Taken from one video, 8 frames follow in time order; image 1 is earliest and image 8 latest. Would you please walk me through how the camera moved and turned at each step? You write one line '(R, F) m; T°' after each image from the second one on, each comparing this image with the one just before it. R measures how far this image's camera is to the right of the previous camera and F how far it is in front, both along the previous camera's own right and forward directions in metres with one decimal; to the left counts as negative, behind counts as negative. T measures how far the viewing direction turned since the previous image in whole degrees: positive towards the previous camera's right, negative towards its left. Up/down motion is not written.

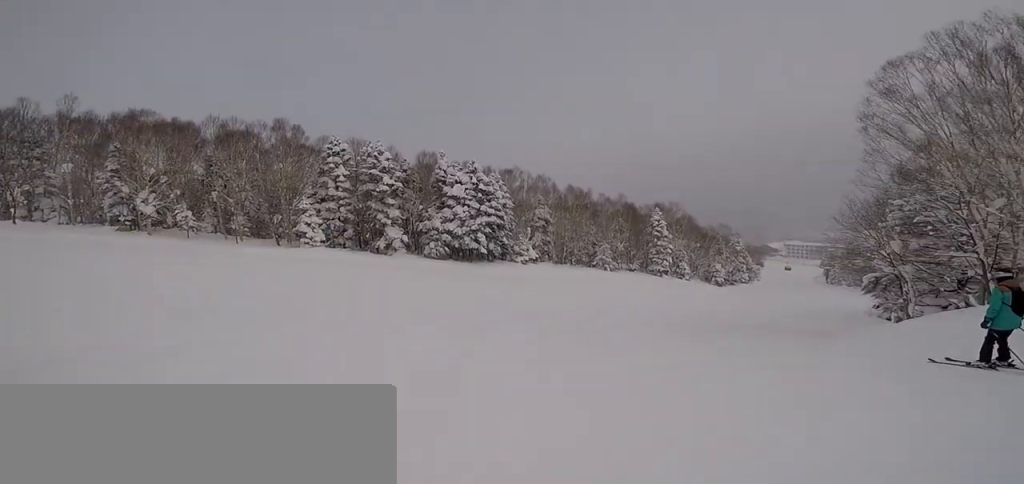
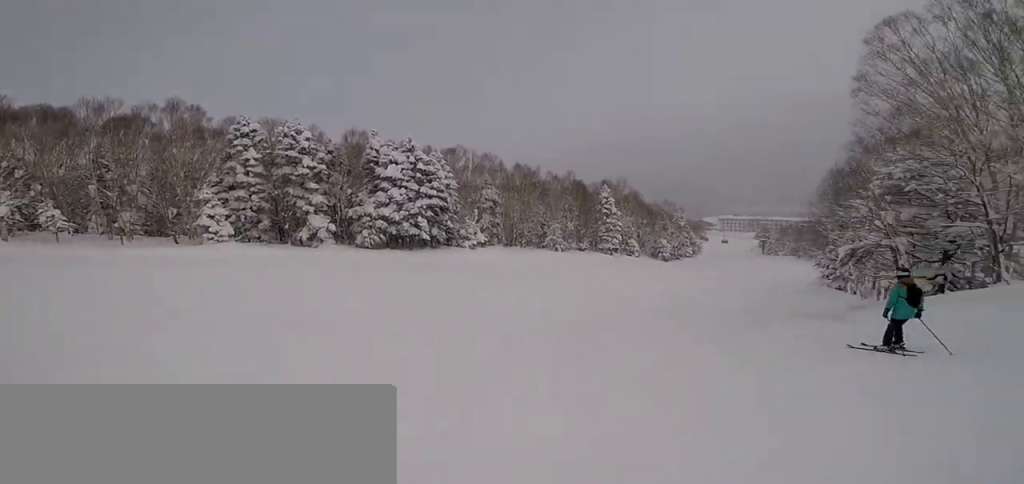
(+0.2, +4.5) m; +7°
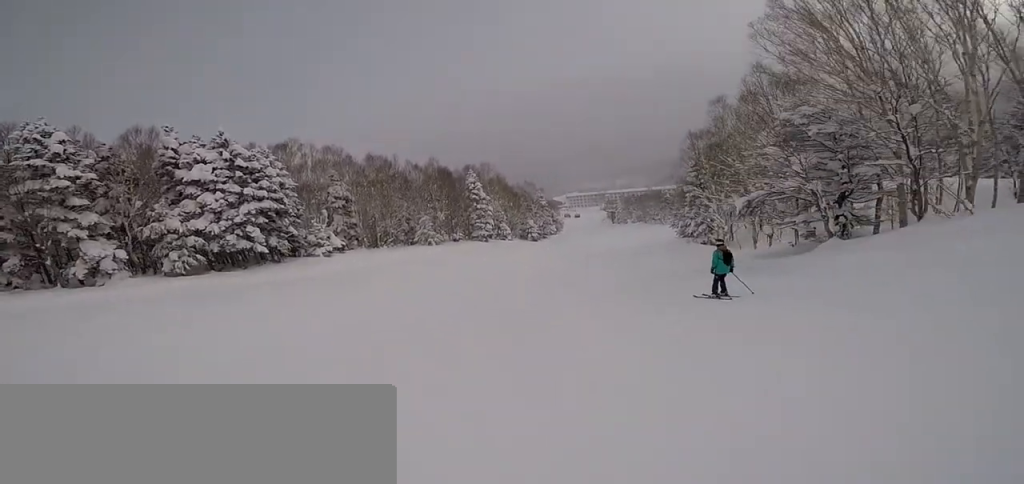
(+0.6, +6.2) m; +8°
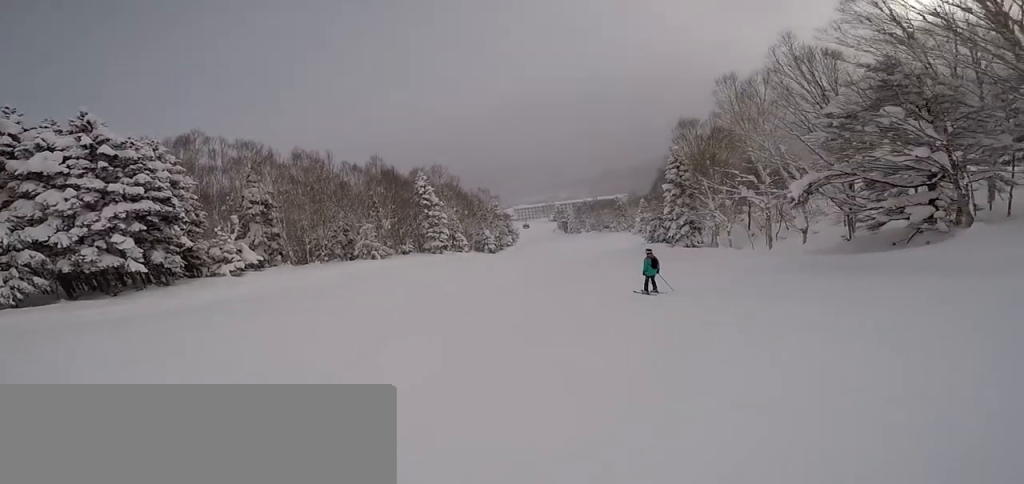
(+0.8, +8.7) m; +10°
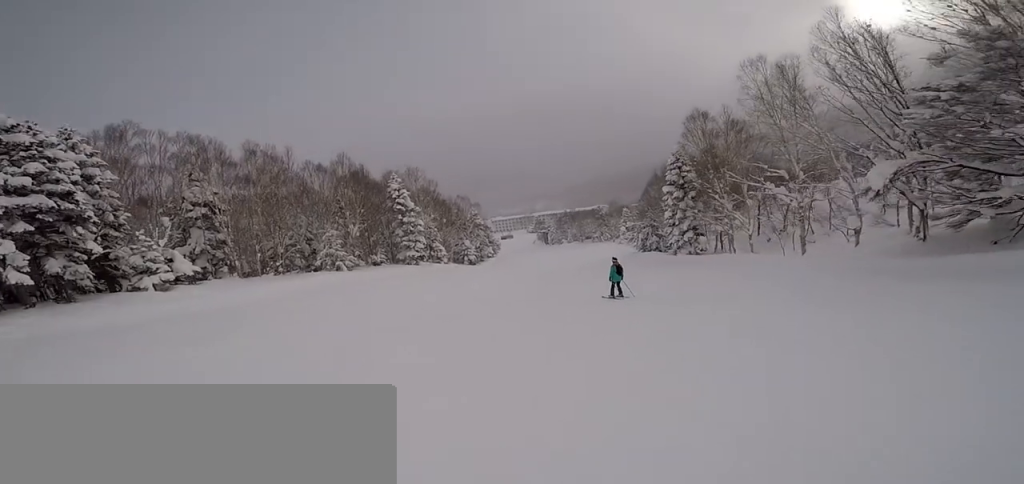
(-0.3, +5.4) m; +7°
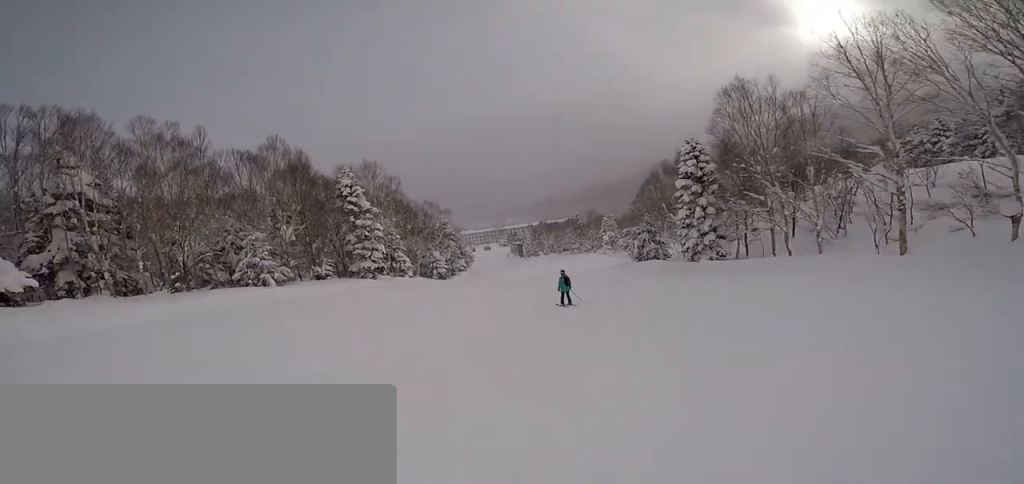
(+1.5, +8.7) m; +1°
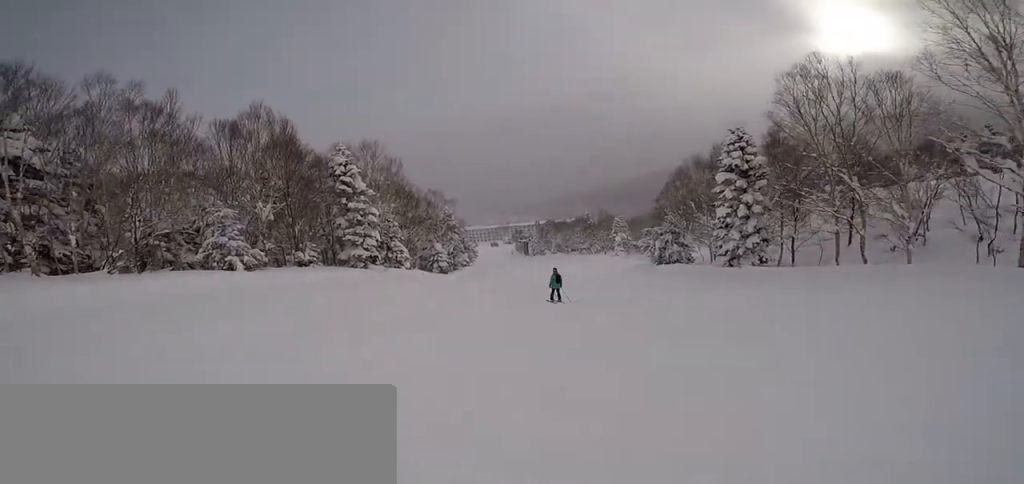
(-0.5, +4.6) m; 0°
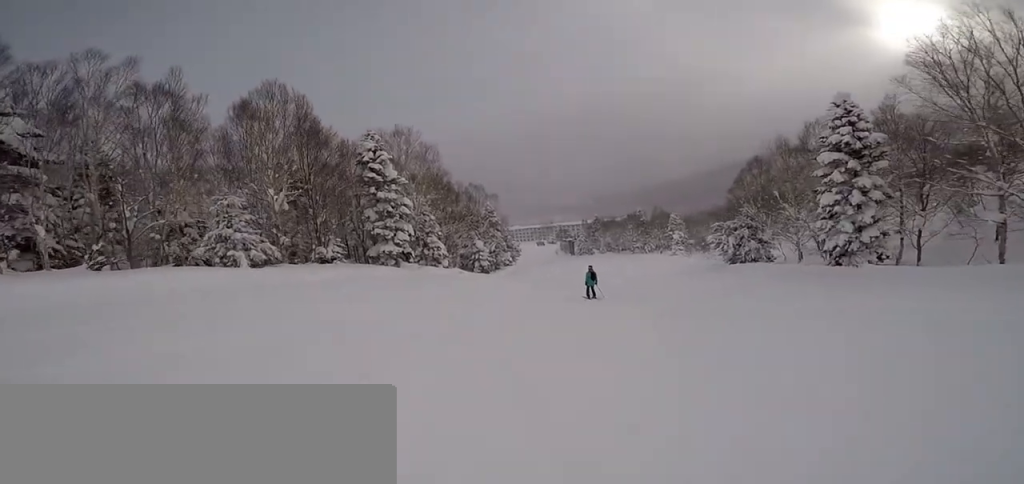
(-0.7, +4.7) m; 0°
